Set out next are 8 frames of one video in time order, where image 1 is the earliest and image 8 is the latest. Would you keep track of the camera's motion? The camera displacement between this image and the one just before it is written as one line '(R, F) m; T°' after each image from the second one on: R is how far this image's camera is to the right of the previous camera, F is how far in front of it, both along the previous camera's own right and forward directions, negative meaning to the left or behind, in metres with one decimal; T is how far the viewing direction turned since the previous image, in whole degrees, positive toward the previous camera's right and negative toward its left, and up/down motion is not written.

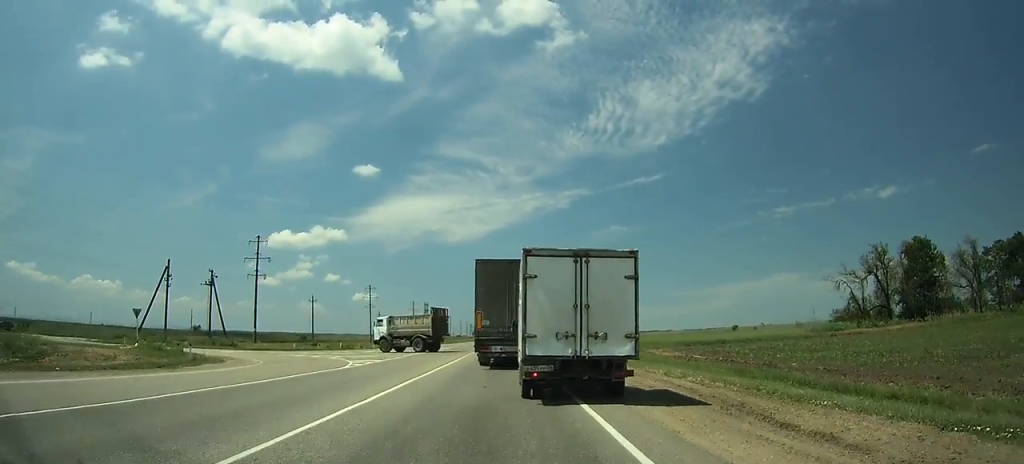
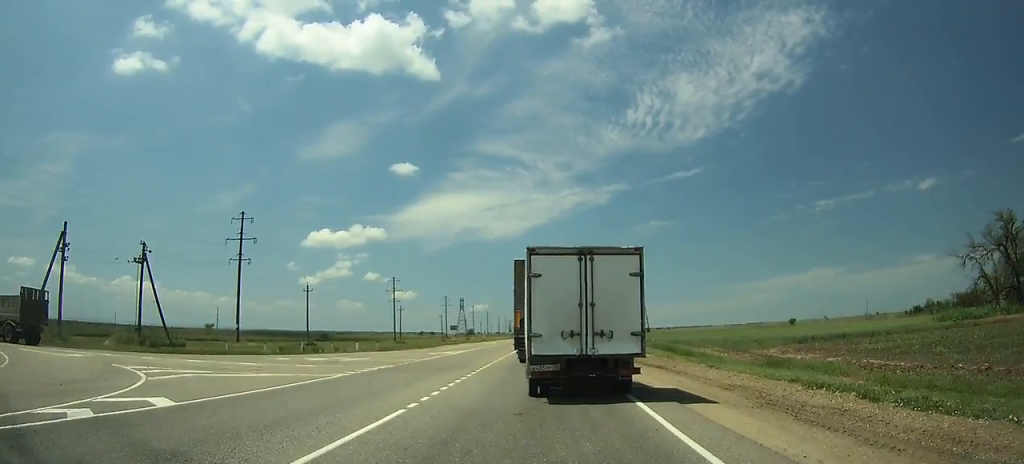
(-0.2, +22.5) m; -1°
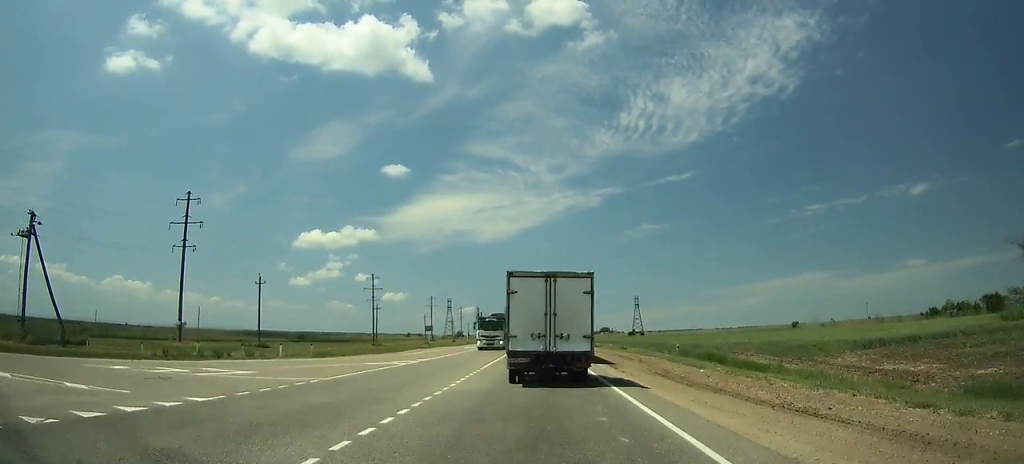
(+0.1, +13.6) m; +1°
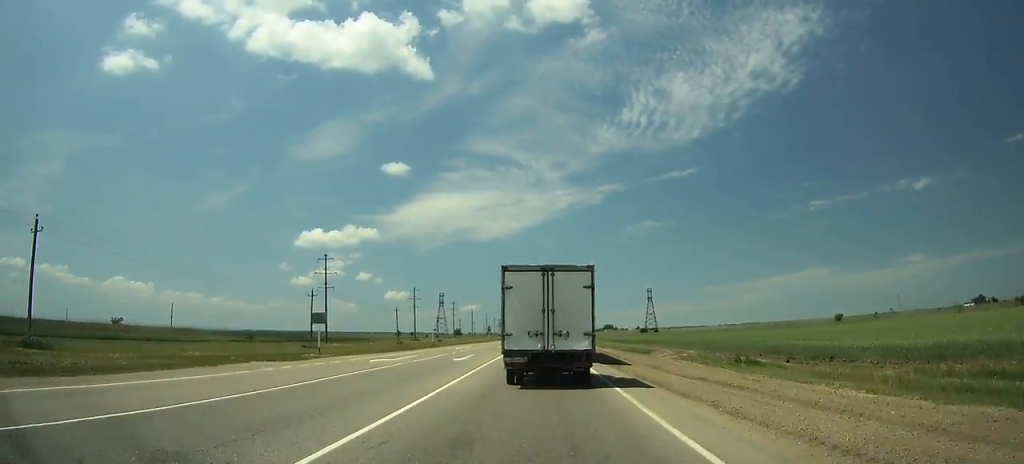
(+0.1, +33.6) m; 0°
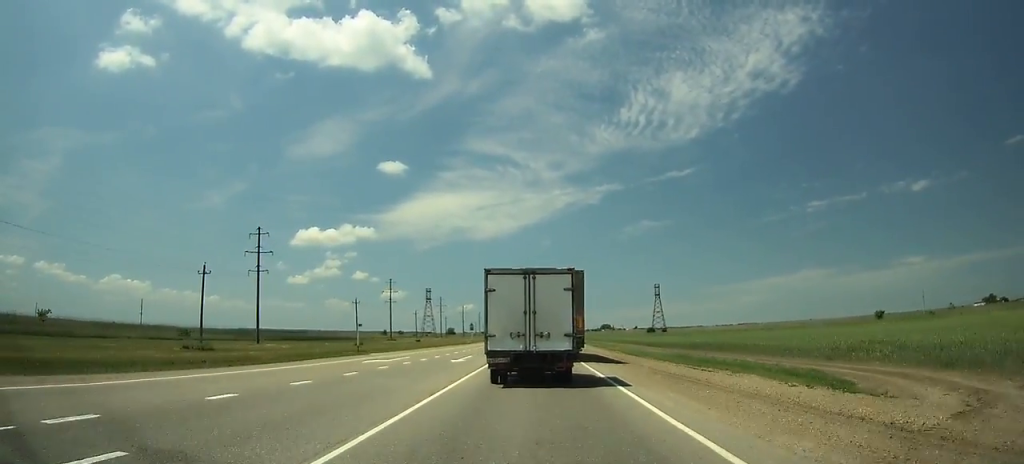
(0.0, +30.6) m; 0°
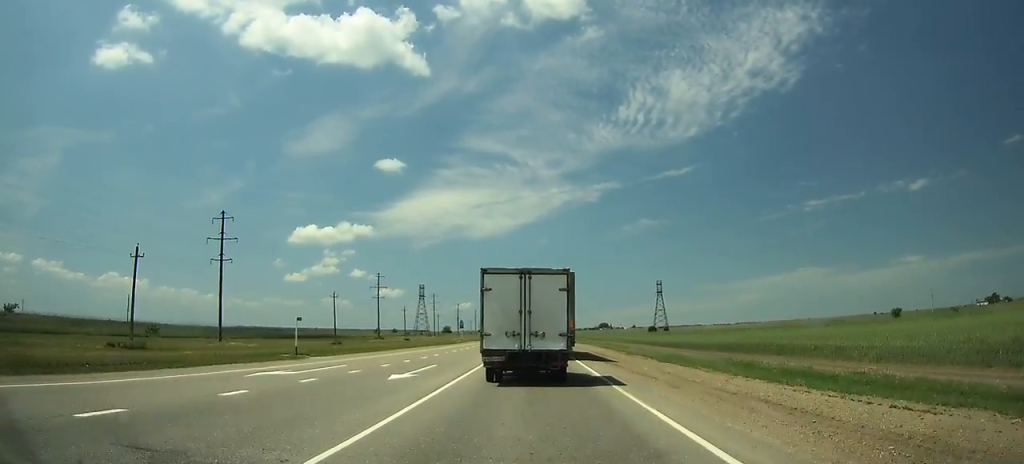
(0.0, +11.0) m; 0°
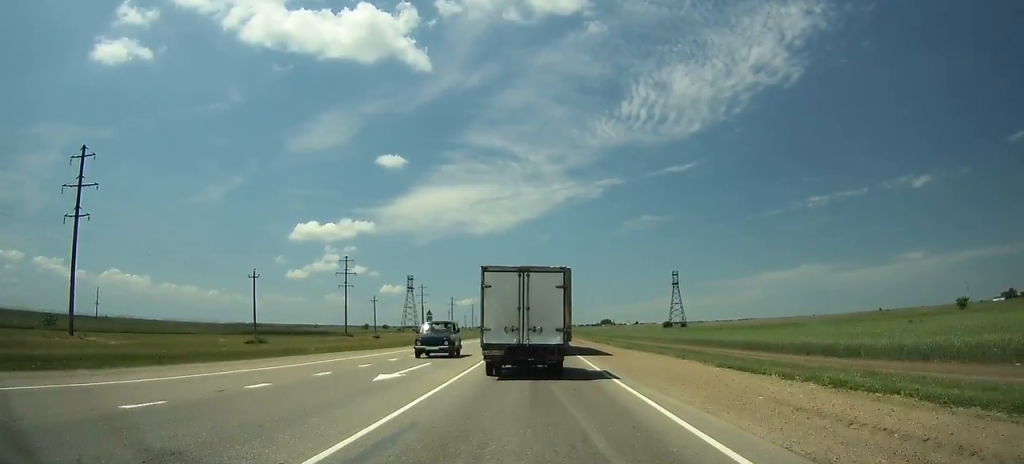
(-0.2, +30.5) m; 0°
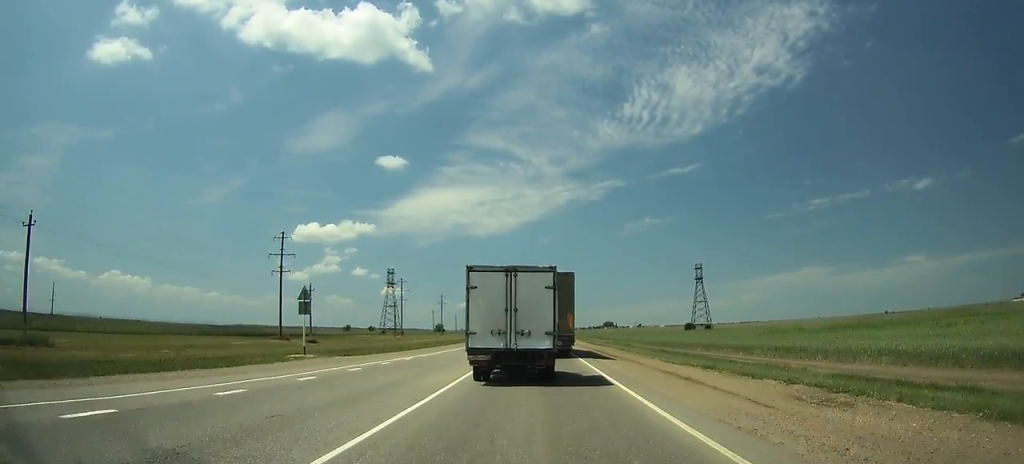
(0.0, +36.9) m; +1°
